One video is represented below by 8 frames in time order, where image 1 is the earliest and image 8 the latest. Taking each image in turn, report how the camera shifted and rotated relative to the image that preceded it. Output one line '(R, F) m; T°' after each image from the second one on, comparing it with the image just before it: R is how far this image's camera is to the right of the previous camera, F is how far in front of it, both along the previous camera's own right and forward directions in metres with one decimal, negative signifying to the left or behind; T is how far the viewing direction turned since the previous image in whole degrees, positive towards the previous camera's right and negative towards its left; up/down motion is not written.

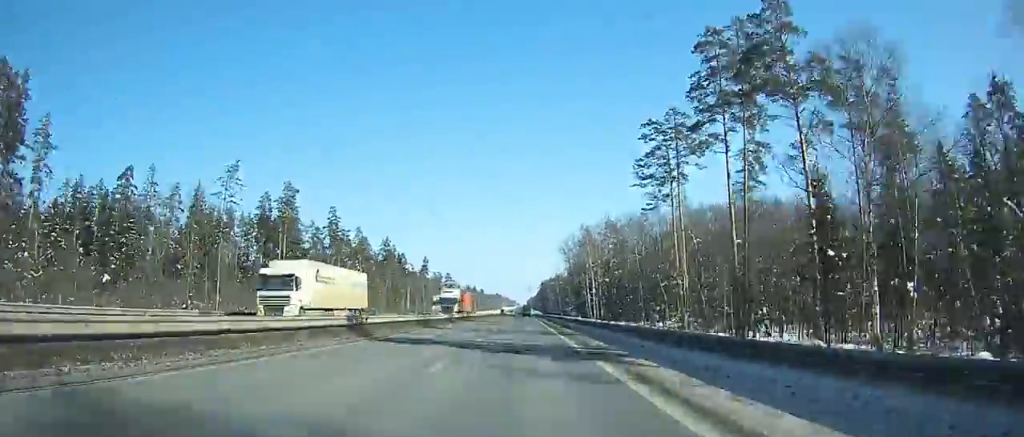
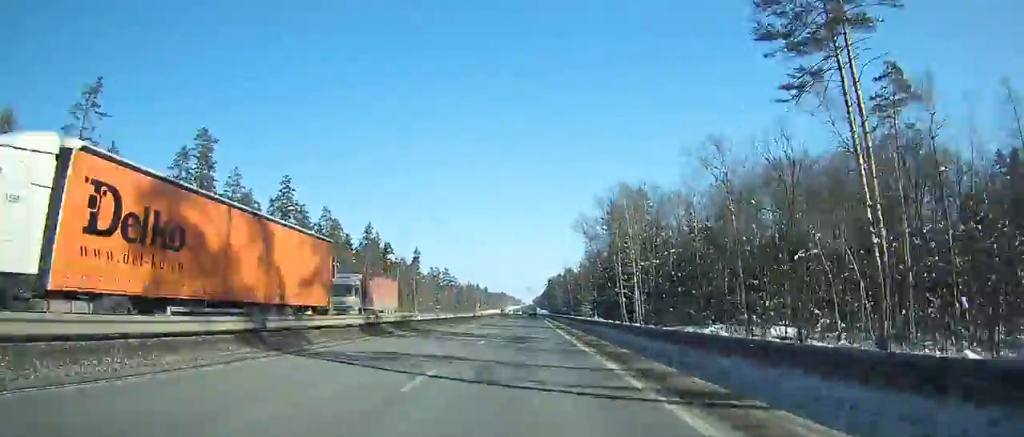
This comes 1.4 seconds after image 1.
(-0.1, +39.1) m; 0°
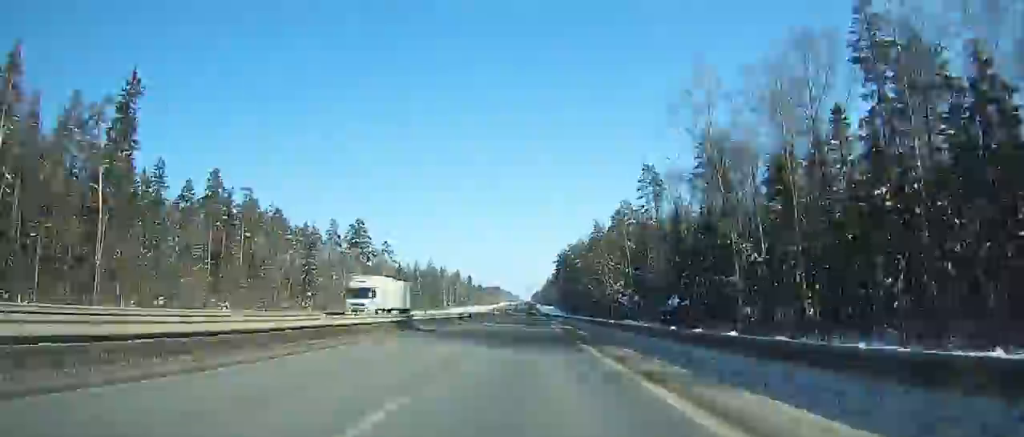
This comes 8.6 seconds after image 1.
(0.0, +196.1) m; 0°
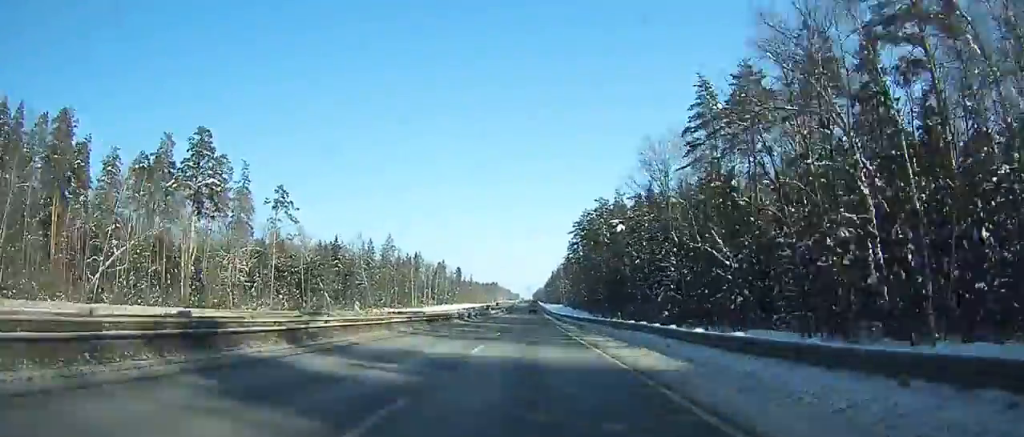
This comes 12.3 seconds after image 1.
(-0.1, +98.6) m; 0°
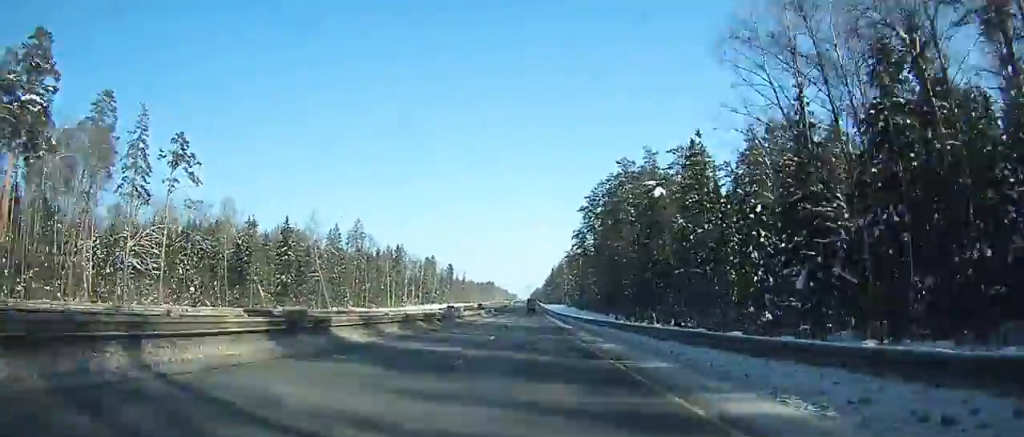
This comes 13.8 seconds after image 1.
(0.0, +39.7) m; 0°
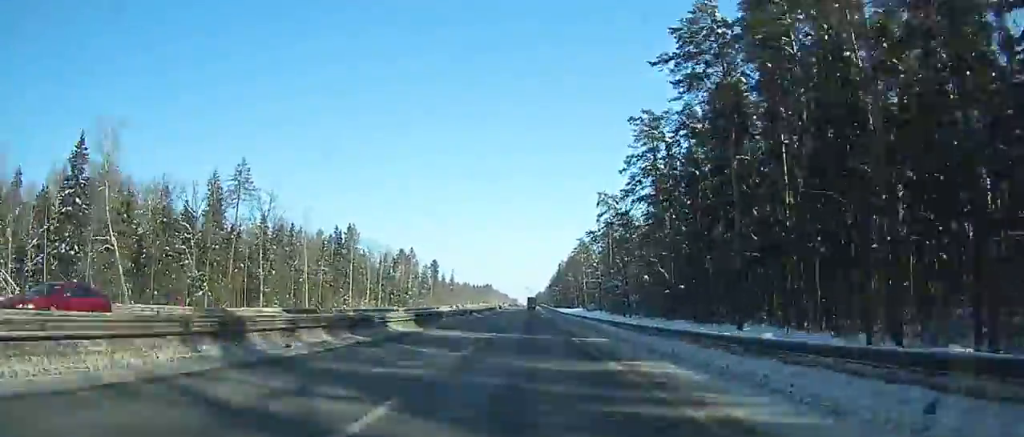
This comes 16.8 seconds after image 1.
(+0.1, +79.4) m; +2°
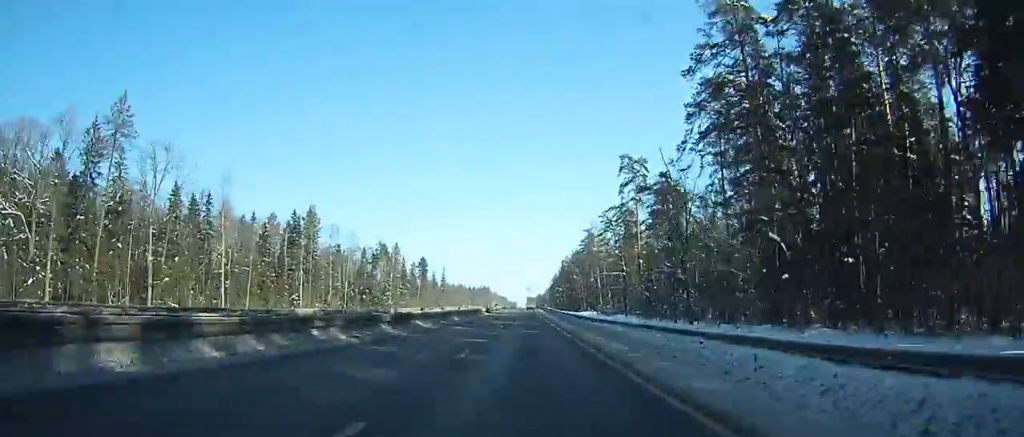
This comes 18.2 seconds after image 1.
(-1.0, +37.1) m; +2°
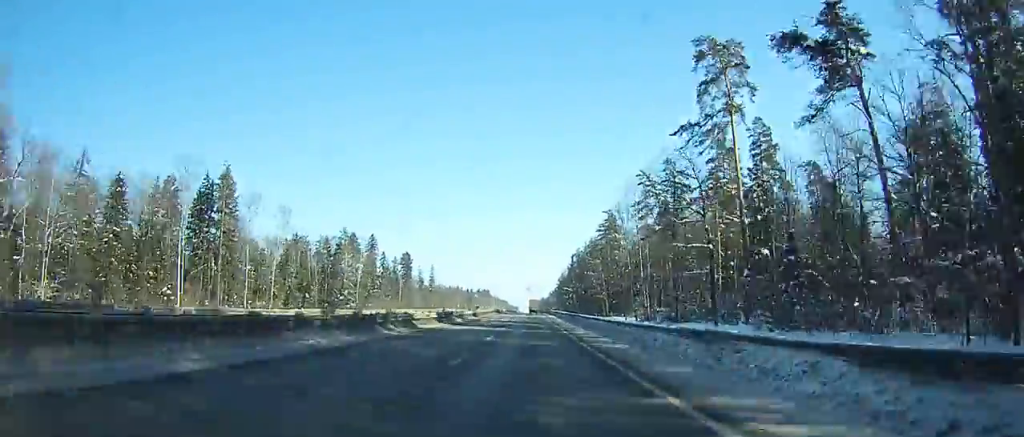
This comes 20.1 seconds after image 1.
(+2.5, +49.8) m; -2°
